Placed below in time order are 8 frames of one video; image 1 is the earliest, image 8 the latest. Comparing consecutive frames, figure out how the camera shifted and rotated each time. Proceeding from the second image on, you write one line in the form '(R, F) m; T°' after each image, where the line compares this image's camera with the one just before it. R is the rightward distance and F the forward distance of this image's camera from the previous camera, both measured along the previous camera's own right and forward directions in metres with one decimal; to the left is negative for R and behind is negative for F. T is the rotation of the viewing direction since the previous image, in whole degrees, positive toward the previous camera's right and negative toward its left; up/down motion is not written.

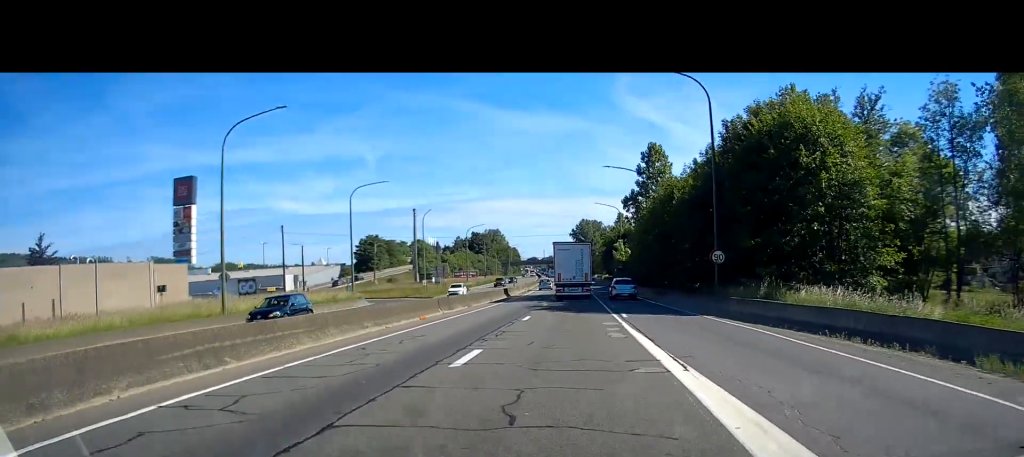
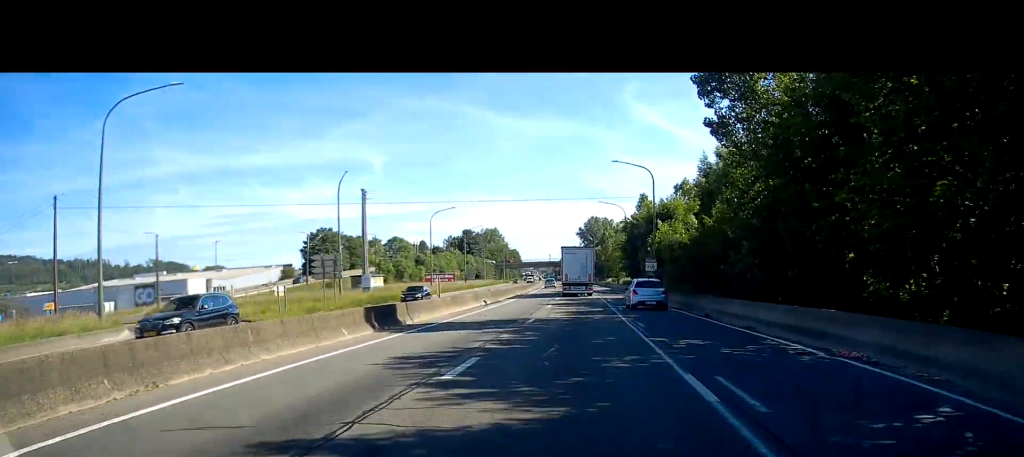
(-0.2, +36.6) m; 0°
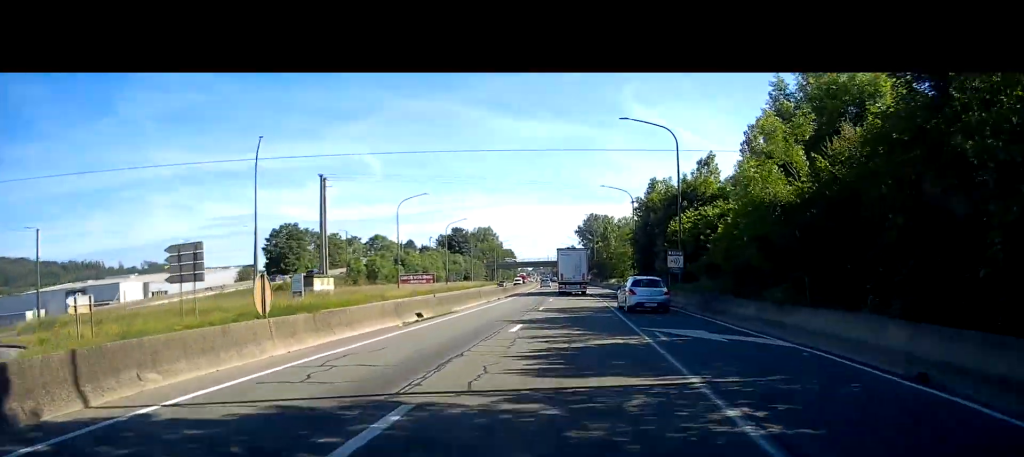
(+0.2, +17.7) m; 0°
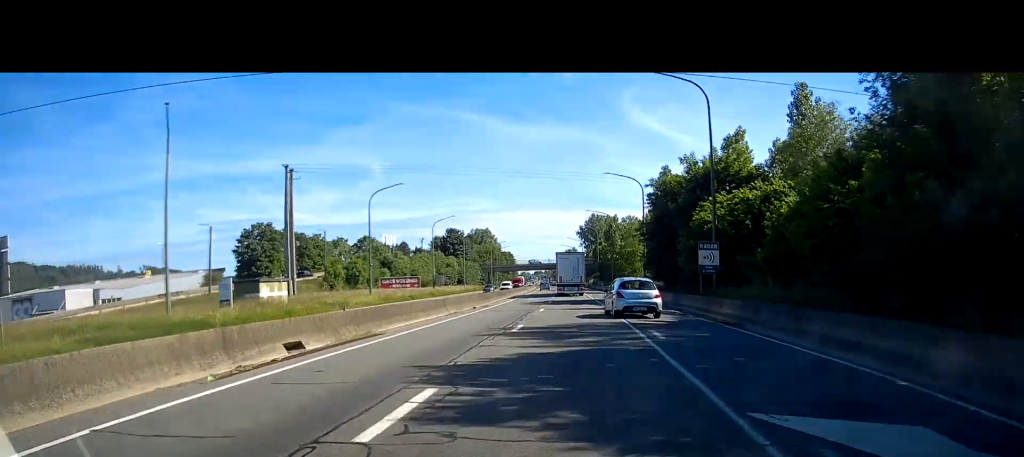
(0.0, +12.4) m; 0°
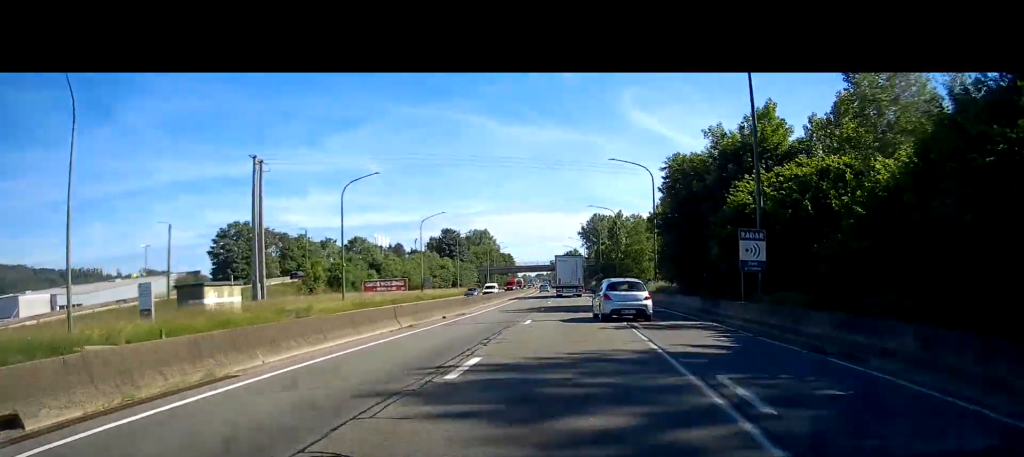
(-0.1, +9.5) m; 0°
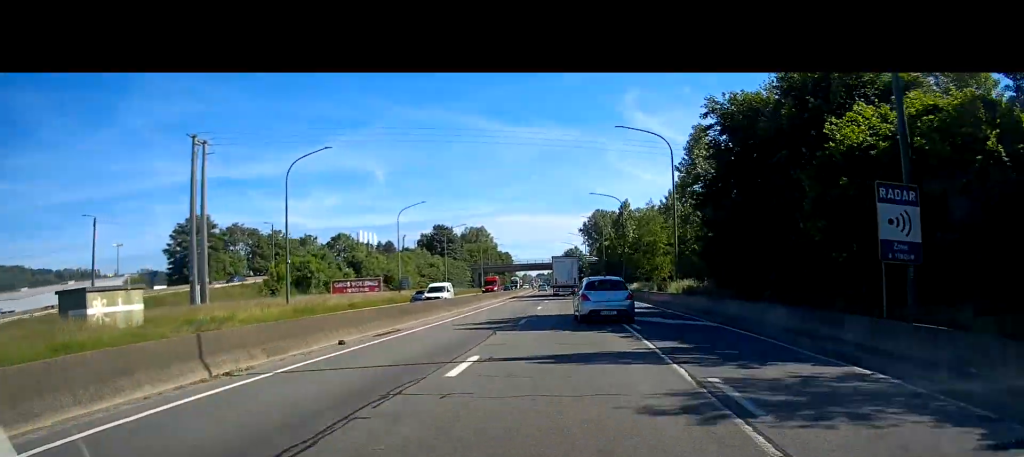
(0.0, +13.5) m; 0°
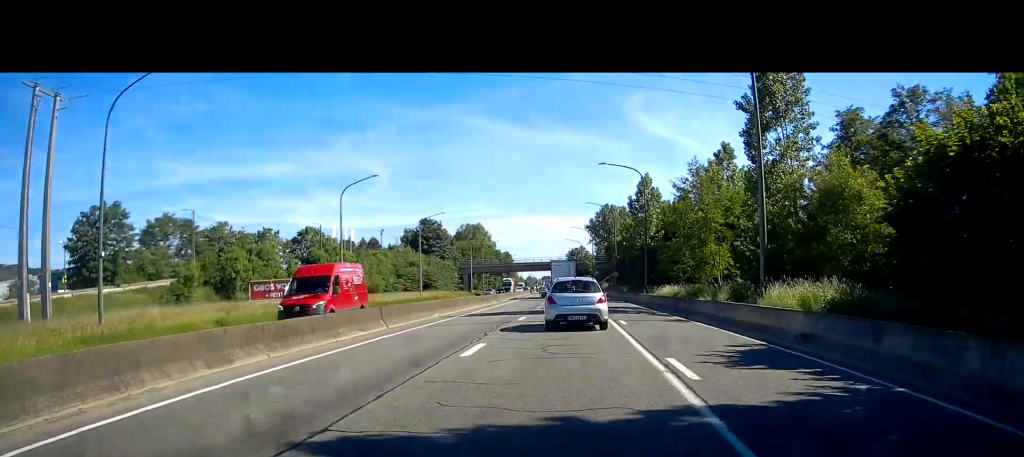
(-0.2, +23.6) m; 0°
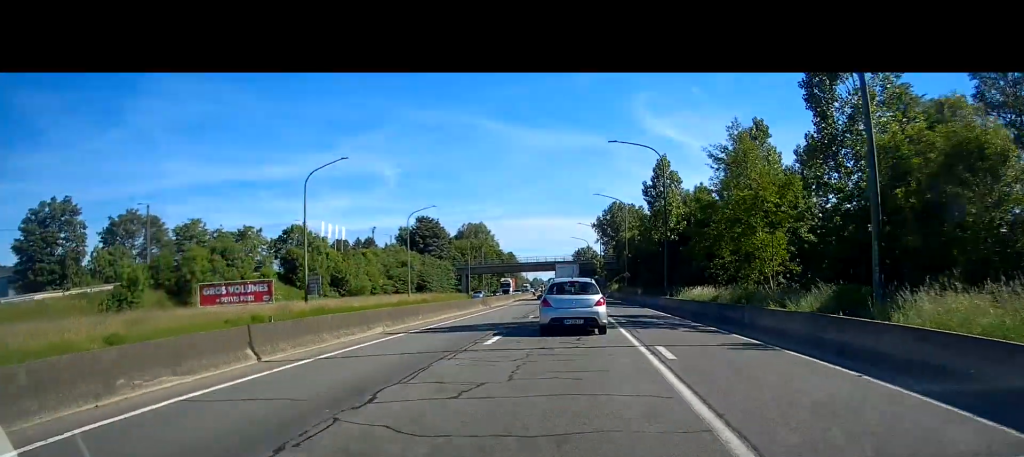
(+0.1, +10.1) m; 0°
